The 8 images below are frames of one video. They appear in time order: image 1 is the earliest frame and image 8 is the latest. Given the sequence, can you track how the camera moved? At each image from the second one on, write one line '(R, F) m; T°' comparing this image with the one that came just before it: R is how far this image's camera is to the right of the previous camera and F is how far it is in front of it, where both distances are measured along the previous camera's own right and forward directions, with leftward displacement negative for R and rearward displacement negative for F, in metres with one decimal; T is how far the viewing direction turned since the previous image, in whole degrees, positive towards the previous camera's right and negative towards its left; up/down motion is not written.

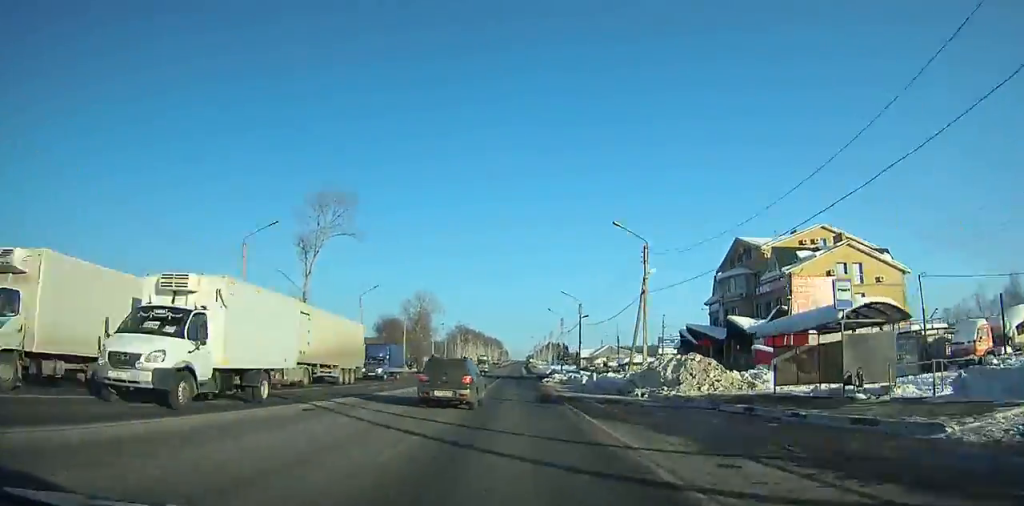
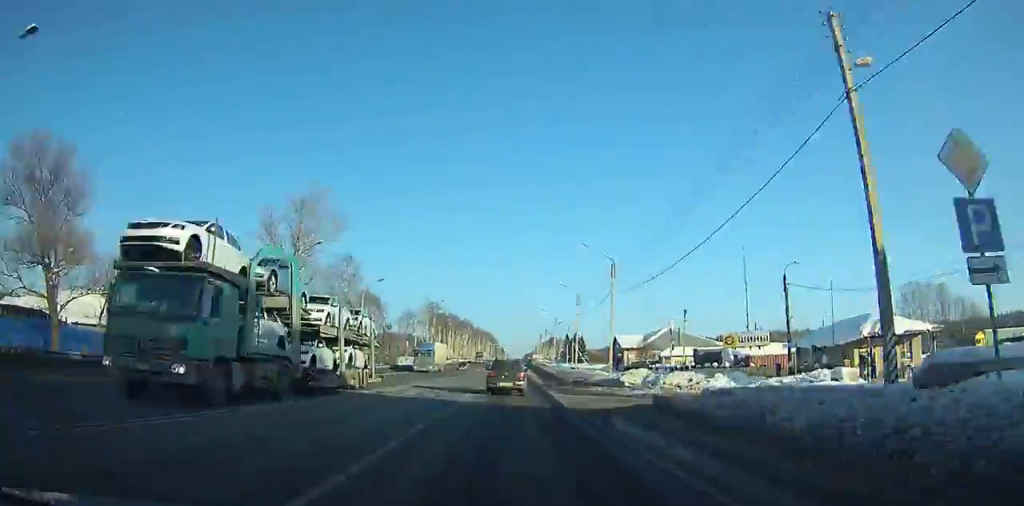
(0.0, +87.4) m; 0°
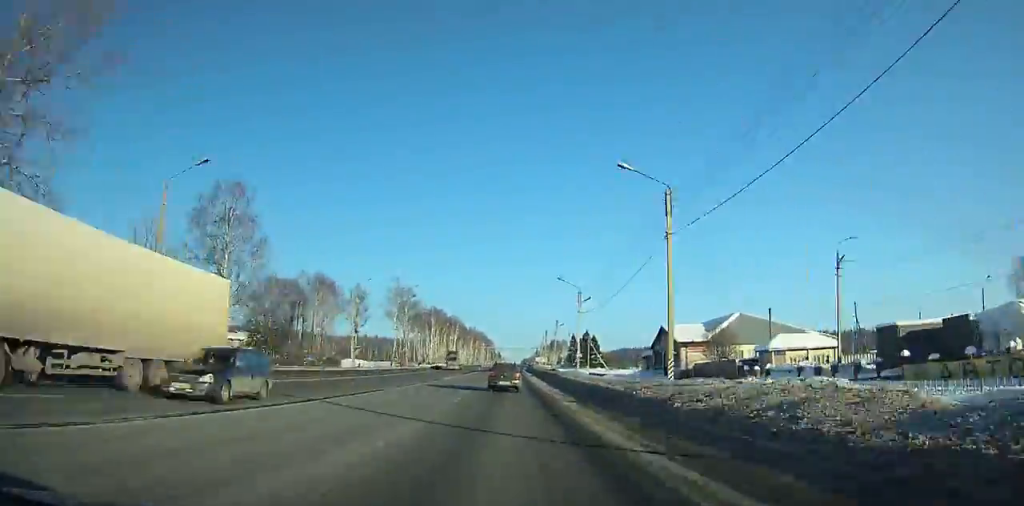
(0.0, +45.6) m; 0°
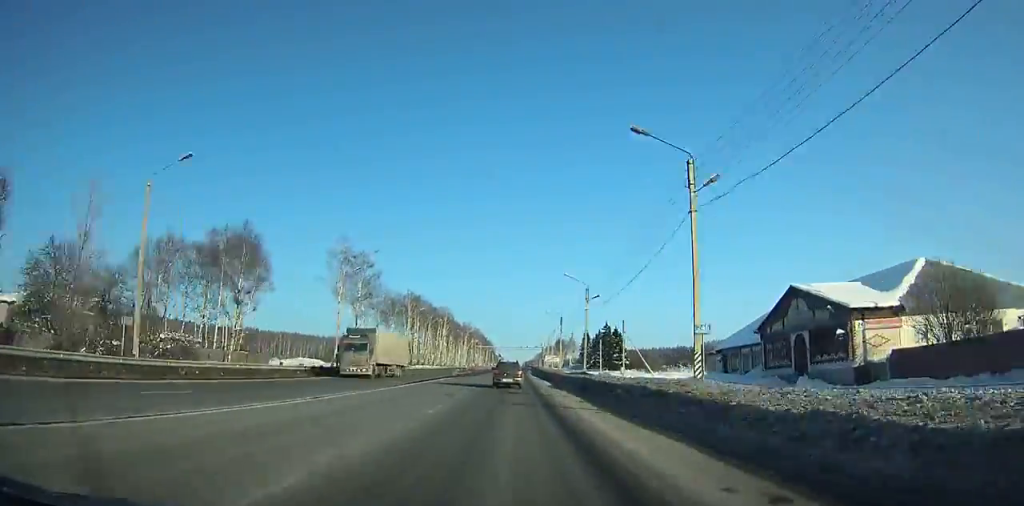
(0.0, +42.9) m; +1°
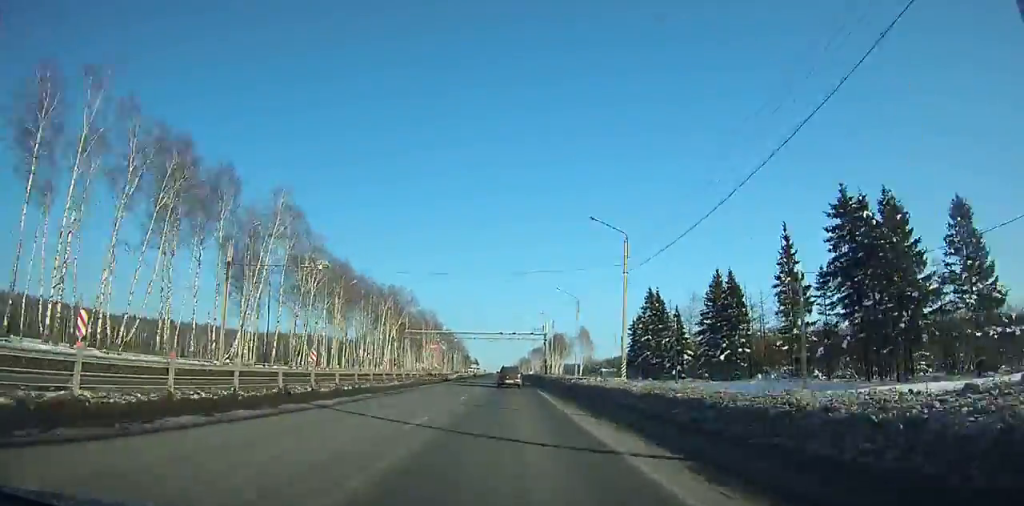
(+0.5, +121.0) m; 0°
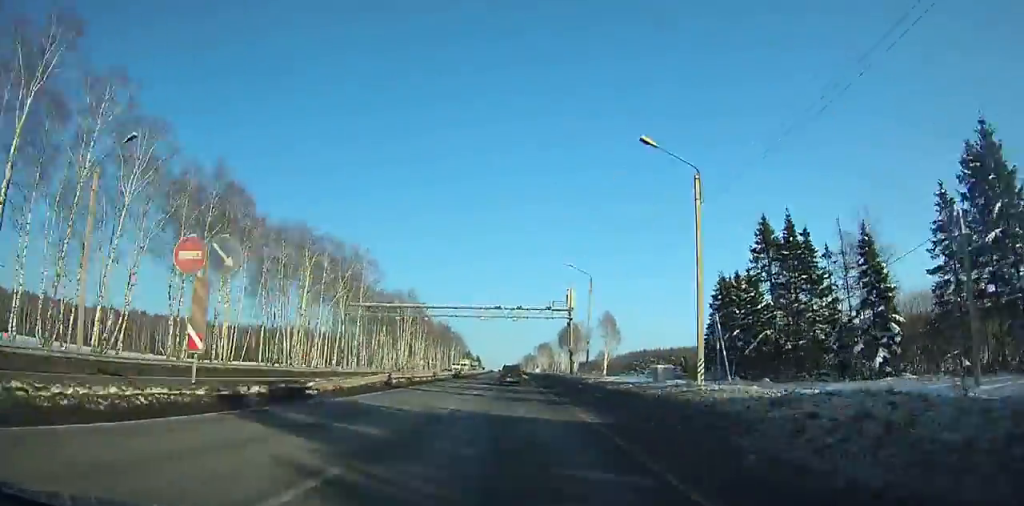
(-0.2, +40.0) m; +1°
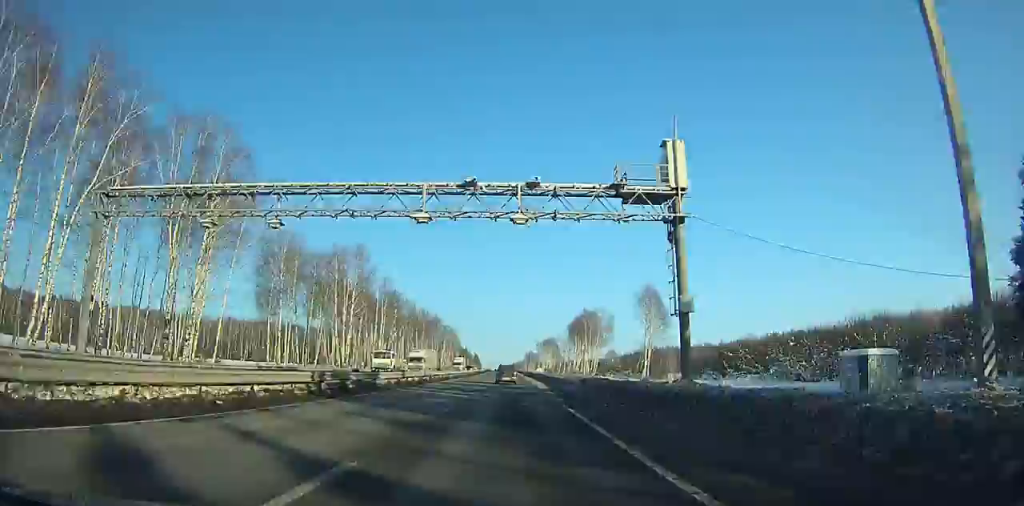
(+0.5, +44.4) m; 0°
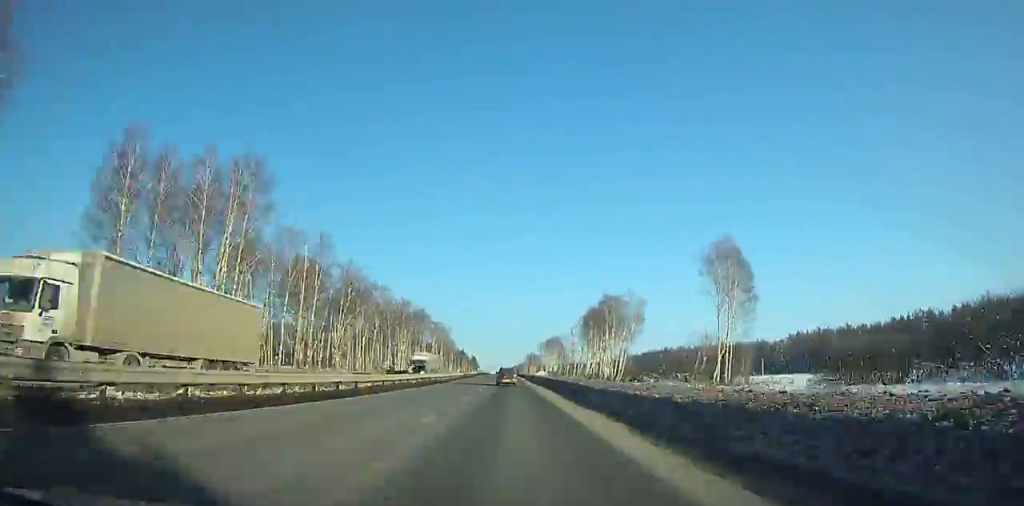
(+0.3, +37.7) m; 0°
